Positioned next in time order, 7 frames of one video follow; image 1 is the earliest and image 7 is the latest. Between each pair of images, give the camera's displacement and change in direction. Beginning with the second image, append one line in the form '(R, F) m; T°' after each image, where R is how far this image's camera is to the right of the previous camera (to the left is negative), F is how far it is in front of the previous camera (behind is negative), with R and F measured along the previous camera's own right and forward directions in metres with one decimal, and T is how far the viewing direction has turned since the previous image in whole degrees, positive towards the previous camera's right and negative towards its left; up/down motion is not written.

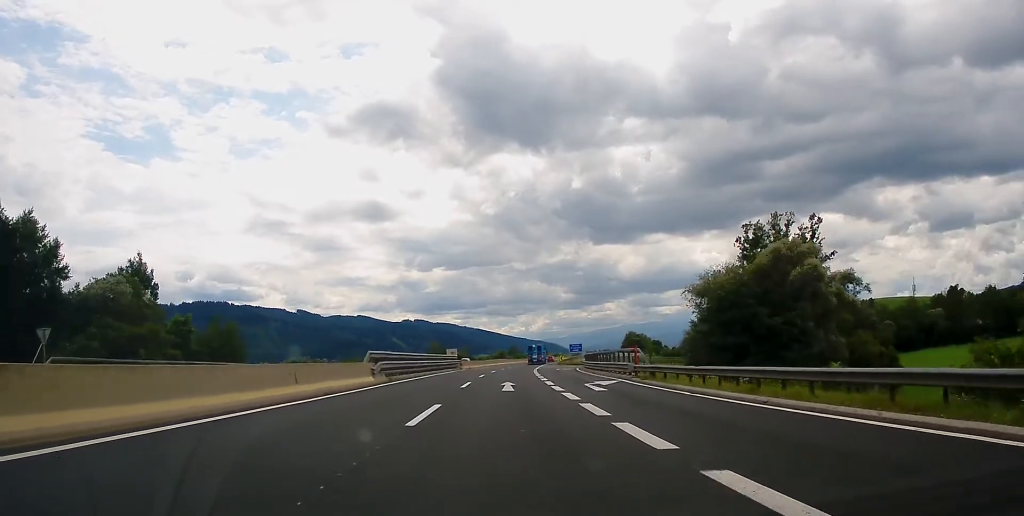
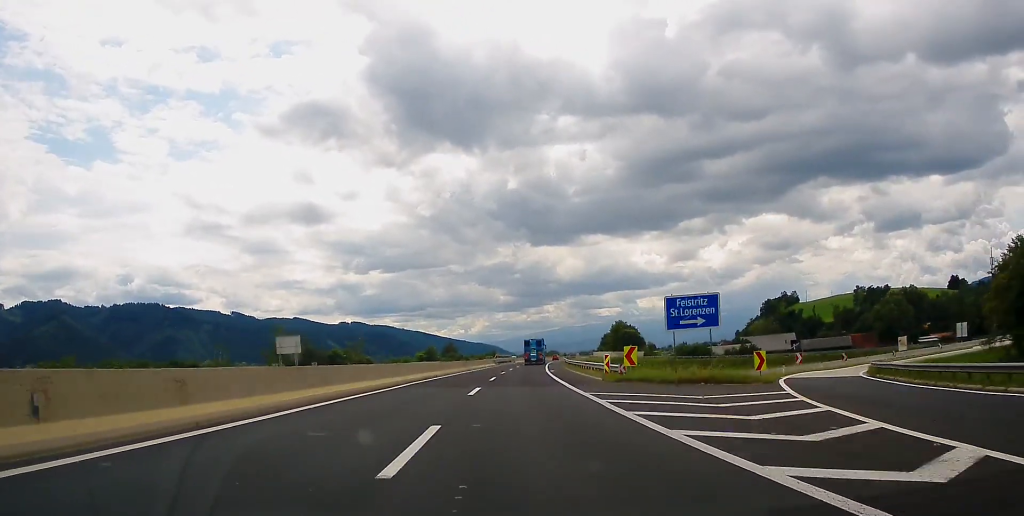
(+3.9, +113.4) m; +4°
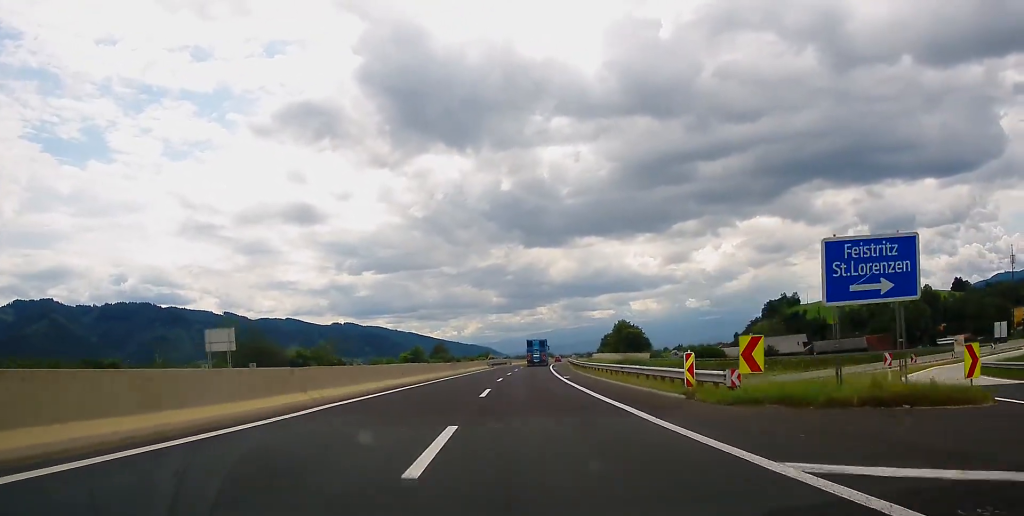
(+0.1, +18.0) m; 0°
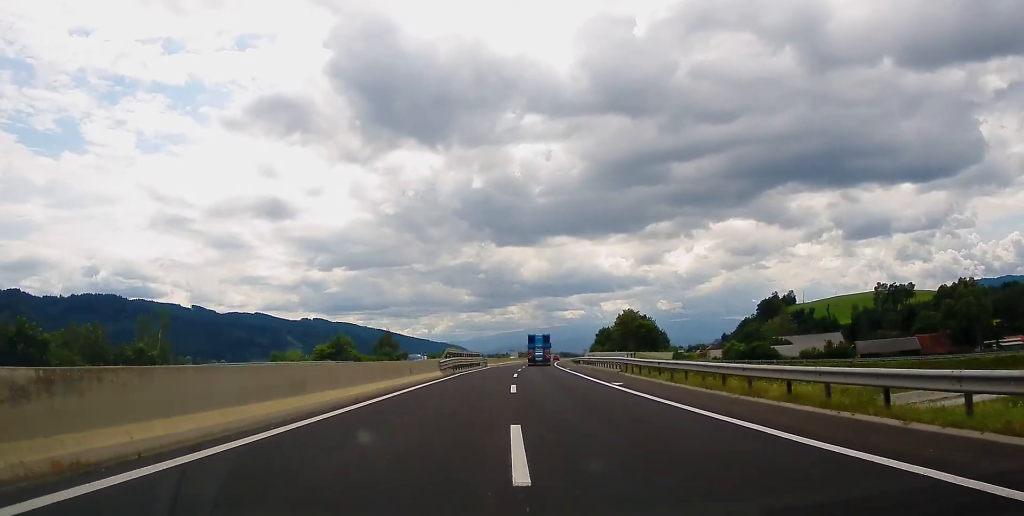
(+0.6, +54.4) m; +2°
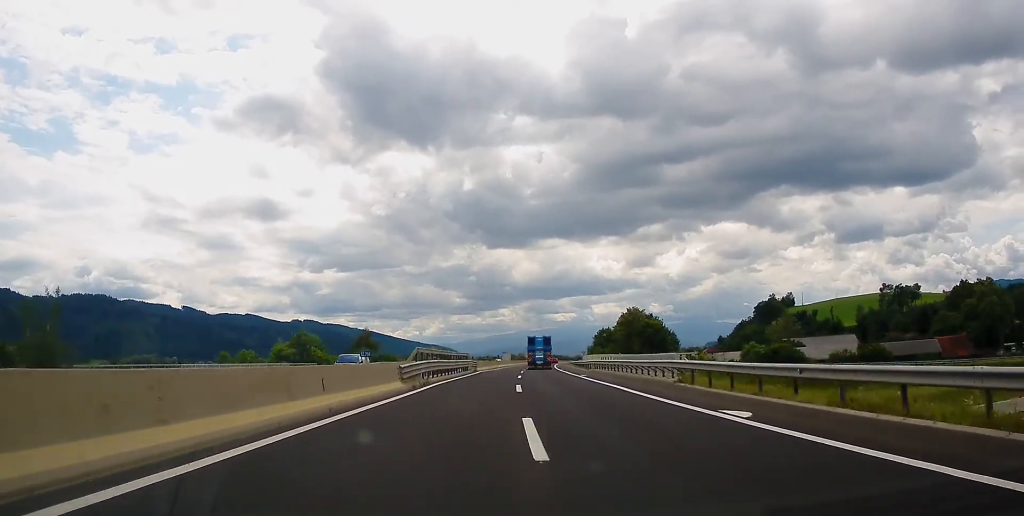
(0.0, +16.4) m; +1°
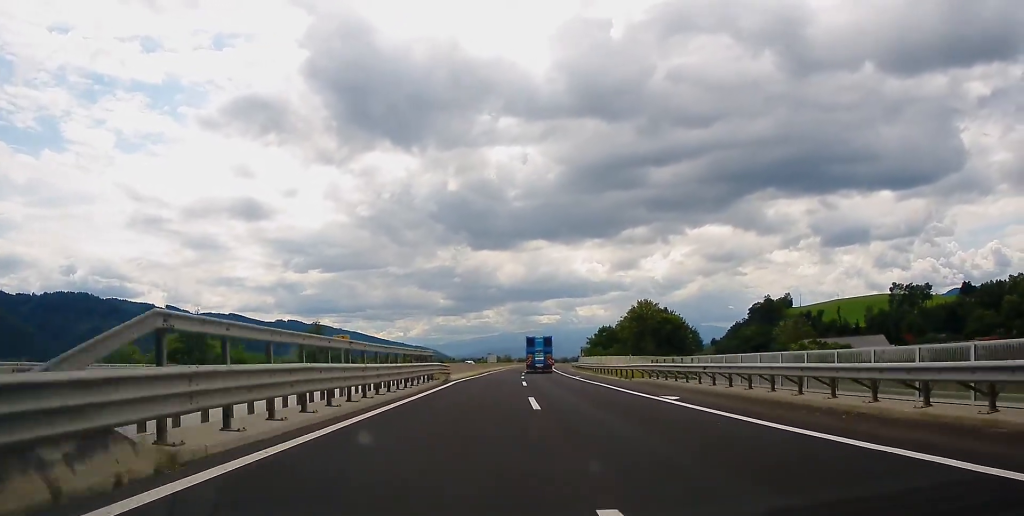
(+0.4, +27.1) m; +1°
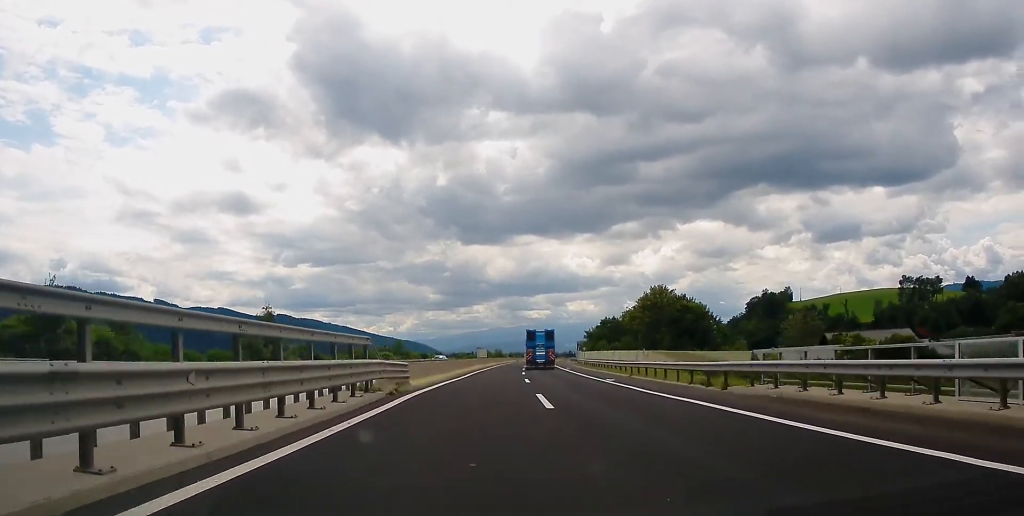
(+0.2, +19.2) m; +1°
